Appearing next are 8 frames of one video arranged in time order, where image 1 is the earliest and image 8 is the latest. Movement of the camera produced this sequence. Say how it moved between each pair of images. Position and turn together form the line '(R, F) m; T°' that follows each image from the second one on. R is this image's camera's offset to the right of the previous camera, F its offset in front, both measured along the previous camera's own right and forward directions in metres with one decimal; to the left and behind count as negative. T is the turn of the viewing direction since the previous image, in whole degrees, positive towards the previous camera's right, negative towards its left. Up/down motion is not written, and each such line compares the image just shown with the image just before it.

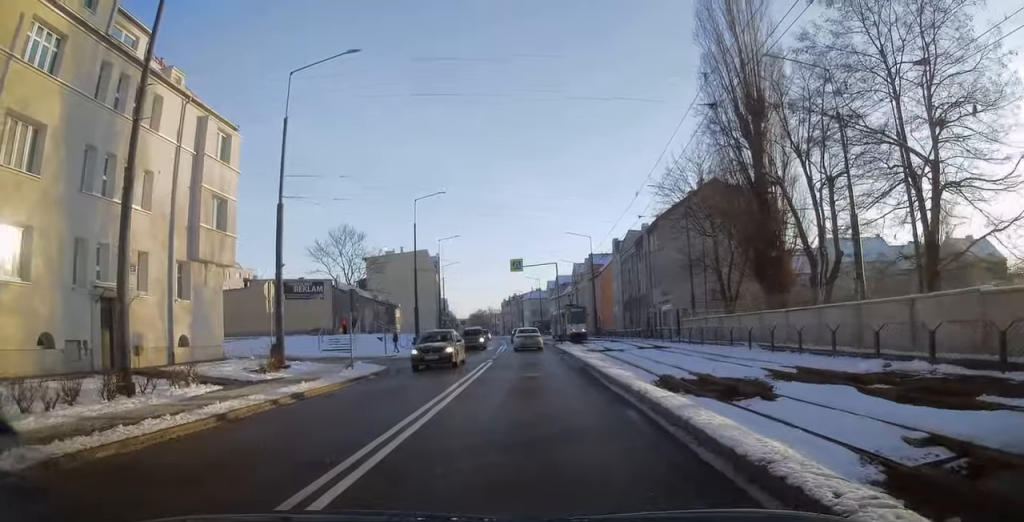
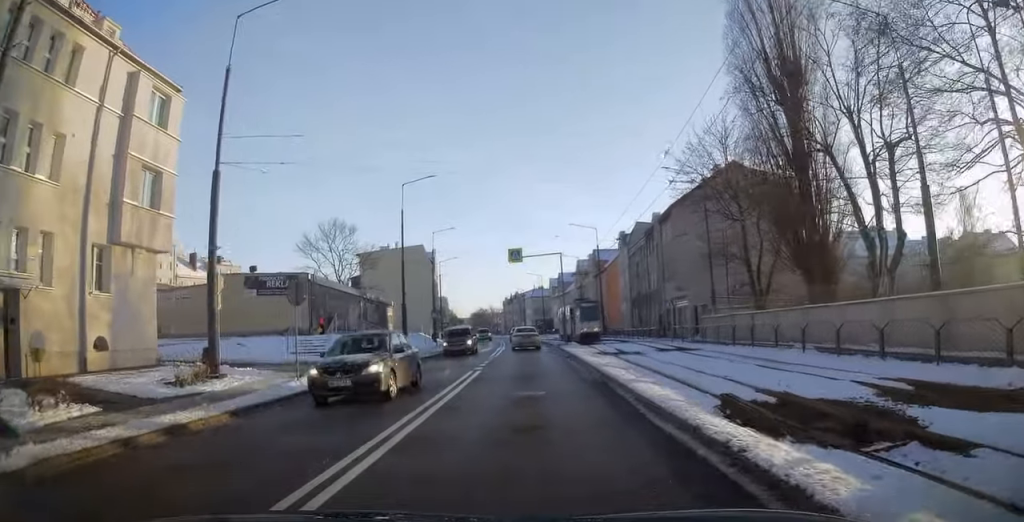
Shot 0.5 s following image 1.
(0.0, +5.2) m; 0°
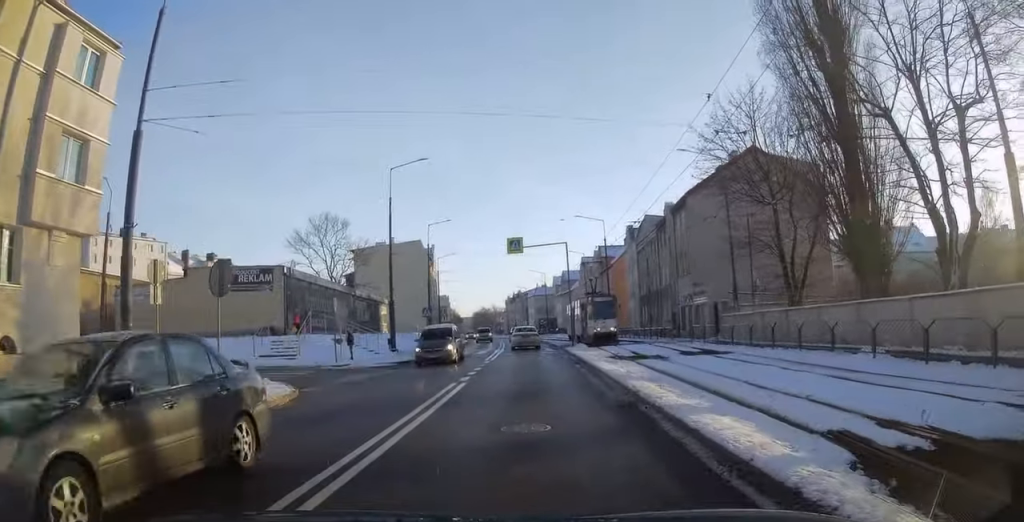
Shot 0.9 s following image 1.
(0.0, +4.4) m; 0°
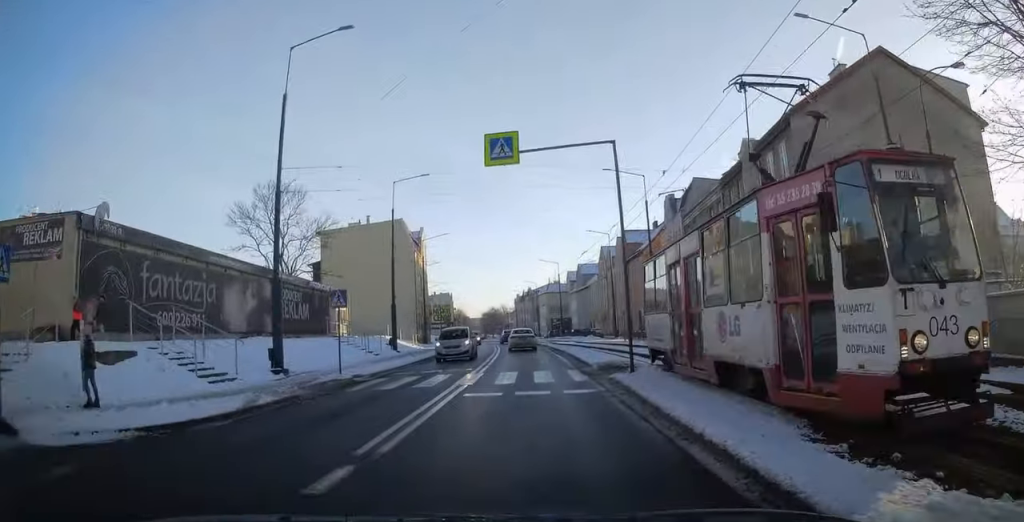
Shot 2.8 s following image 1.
(-0.1, +18.6) m; -1°
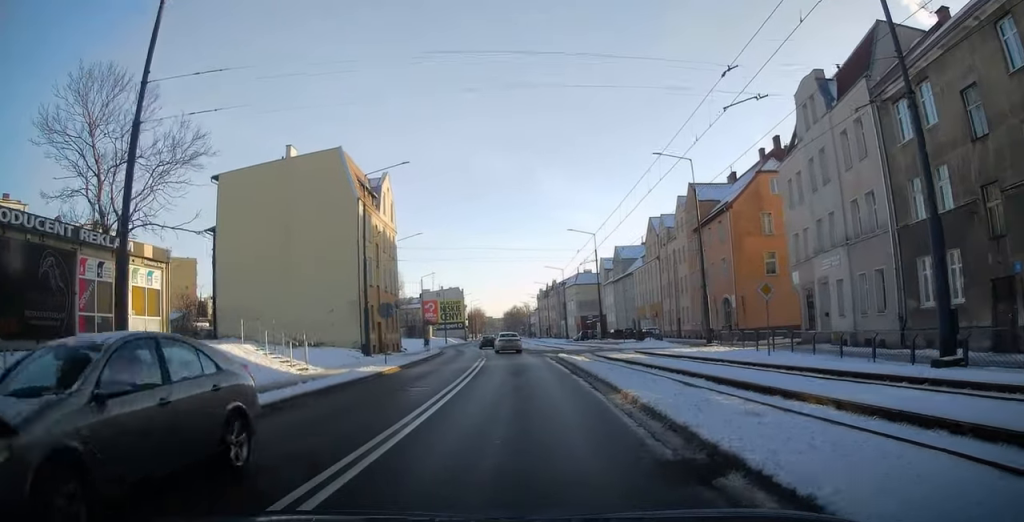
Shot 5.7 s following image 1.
(-0.5, +29.9) m; -1°
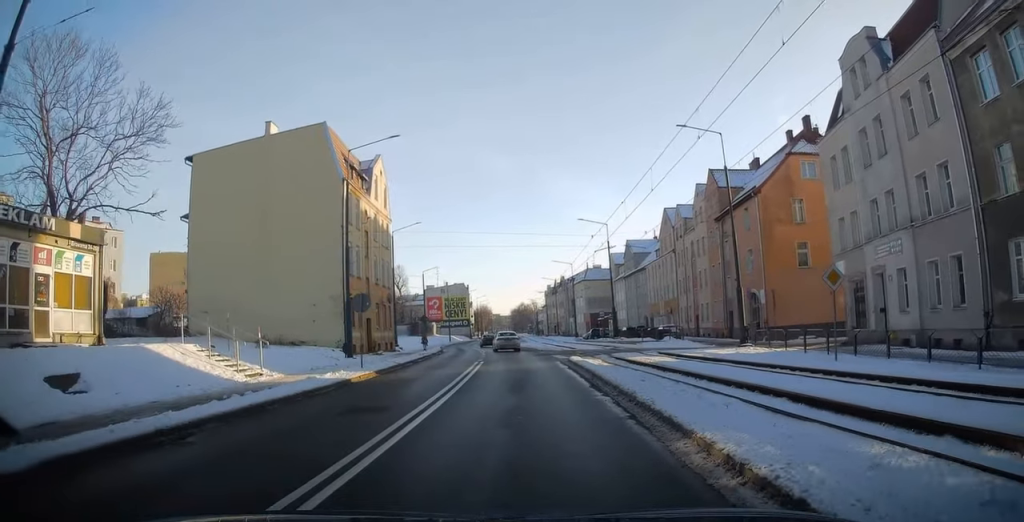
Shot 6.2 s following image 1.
(-0.1, +5.1) m; -1°
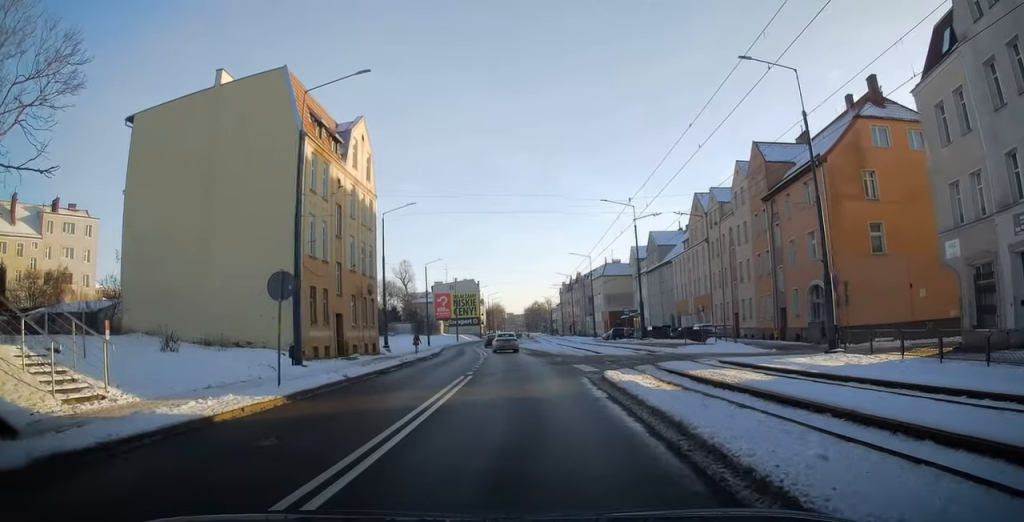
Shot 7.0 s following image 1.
(-0.1, +8.9) m; -2°
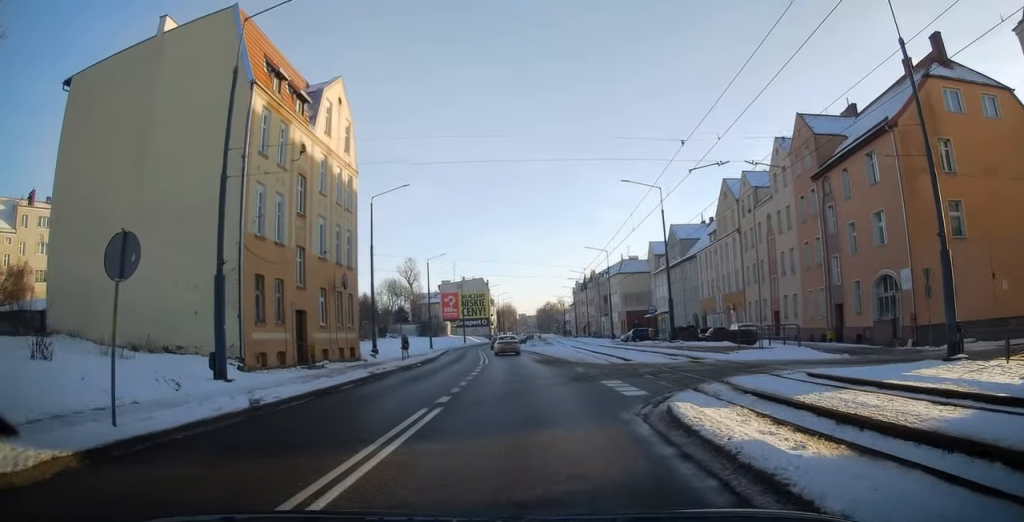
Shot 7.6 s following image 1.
(-0.2, +7.1) m; -1°
